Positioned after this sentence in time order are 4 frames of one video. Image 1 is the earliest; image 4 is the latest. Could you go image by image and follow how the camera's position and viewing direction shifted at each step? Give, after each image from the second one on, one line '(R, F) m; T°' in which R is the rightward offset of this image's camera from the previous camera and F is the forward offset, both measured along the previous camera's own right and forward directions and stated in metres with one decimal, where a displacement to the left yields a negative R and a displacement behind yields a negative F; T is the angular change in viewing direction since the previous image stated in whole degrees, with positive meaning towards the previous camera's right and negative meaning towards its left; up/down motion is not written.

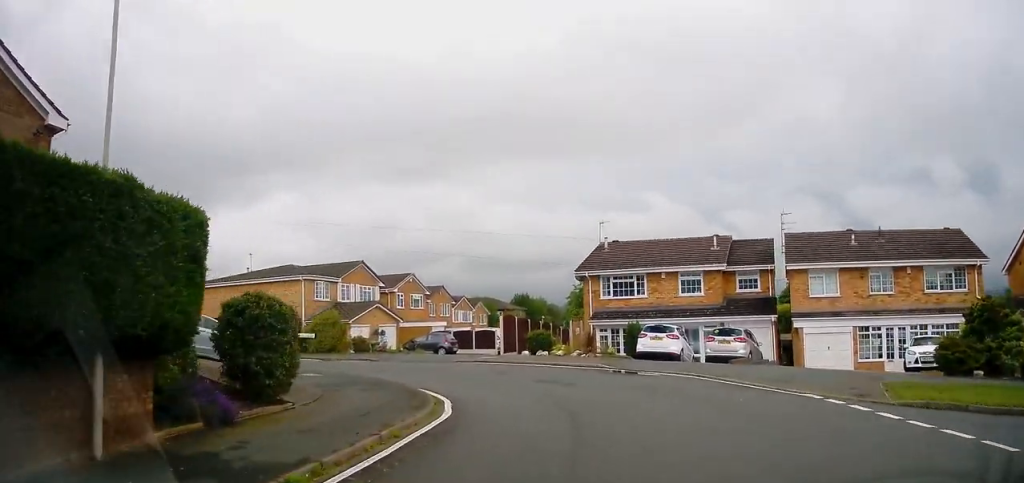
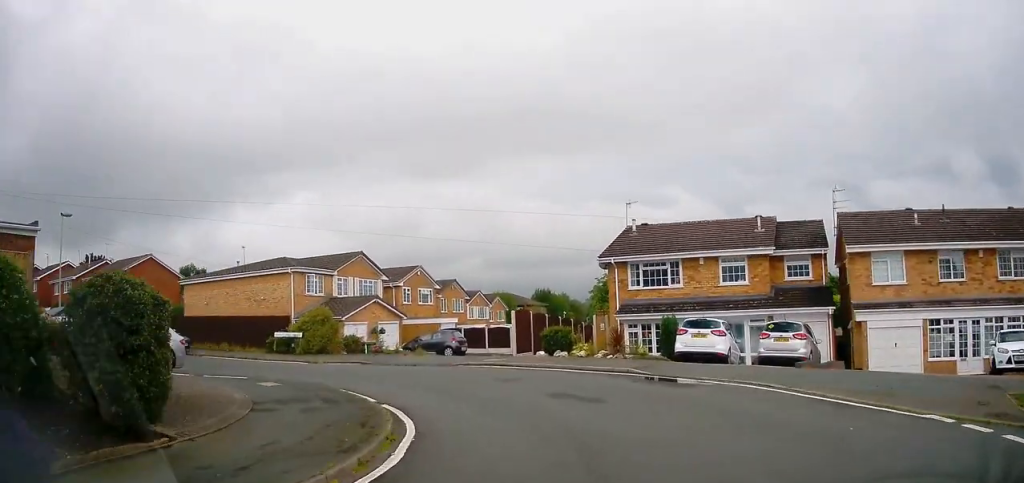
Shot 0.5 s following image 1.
(+0.1, +4.6) m; -2°
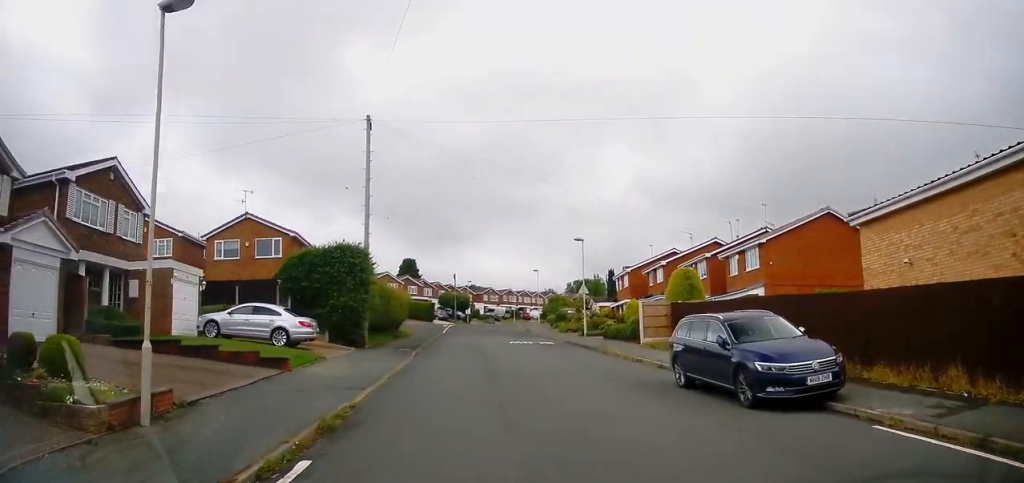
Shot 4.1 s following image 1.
(-11.1, +20.3) m; -69°
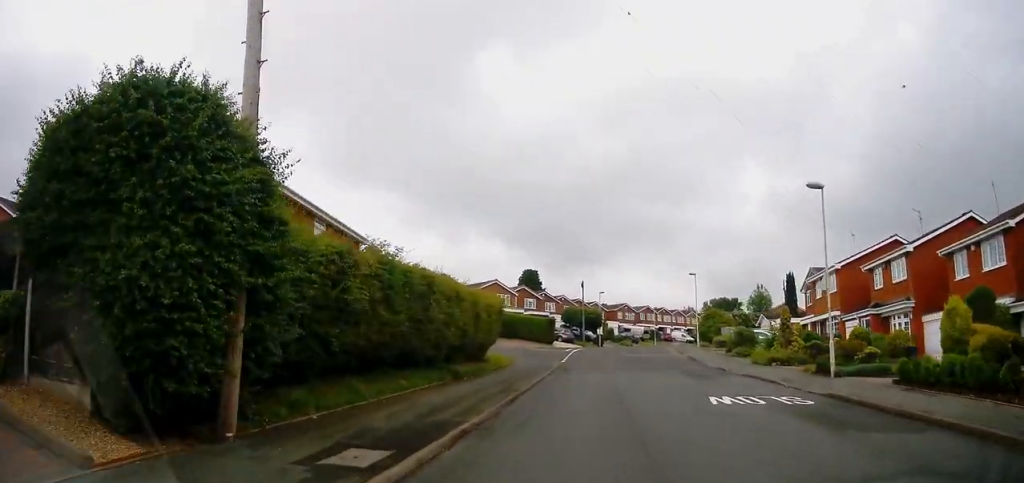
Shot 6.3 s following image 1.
(-4.0, +17.1) m; -14°
